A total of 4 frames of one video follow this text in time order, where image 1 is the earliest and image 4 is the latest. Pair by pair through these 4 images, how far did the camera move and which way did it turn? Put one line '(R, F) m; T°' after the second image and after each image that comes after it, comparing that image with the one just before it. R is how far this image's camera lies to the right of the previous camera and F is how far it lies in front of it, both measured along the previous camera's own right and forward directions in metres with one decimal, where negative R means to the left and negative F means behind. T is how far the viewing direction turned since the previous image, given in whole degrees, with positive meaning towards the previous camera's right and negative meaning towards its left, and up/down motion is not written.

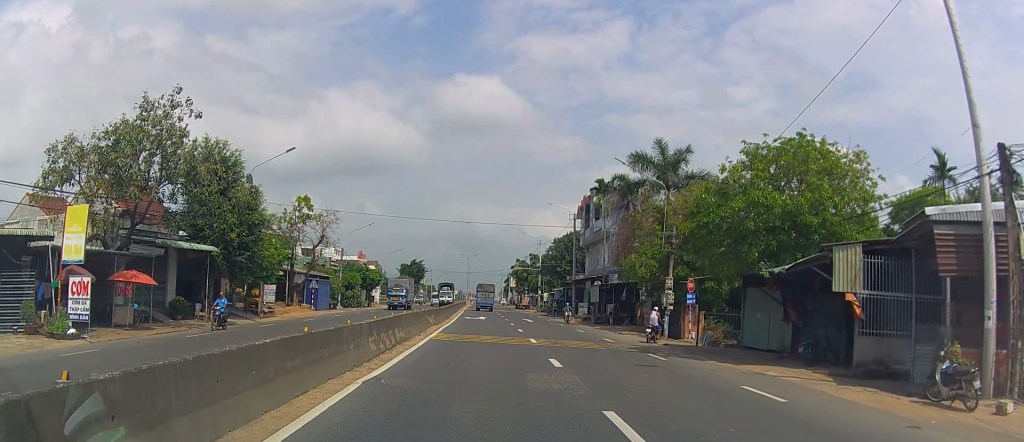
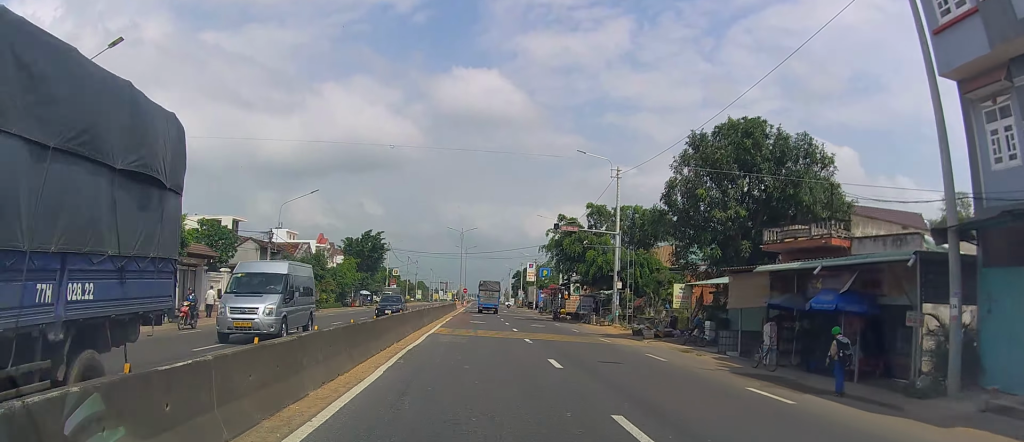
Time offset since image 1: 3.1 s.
(+2.0, +56.3) m; +2°
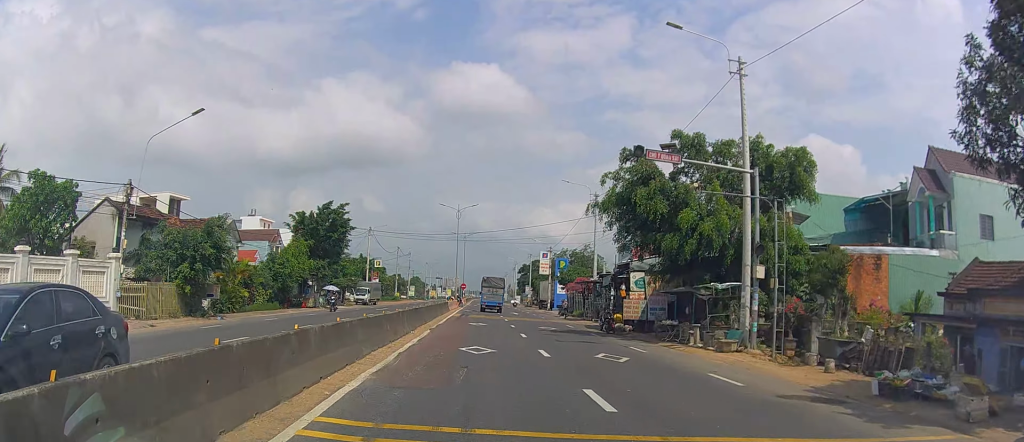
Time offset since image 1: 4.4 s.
(-0.2, +22.9) m; -1°
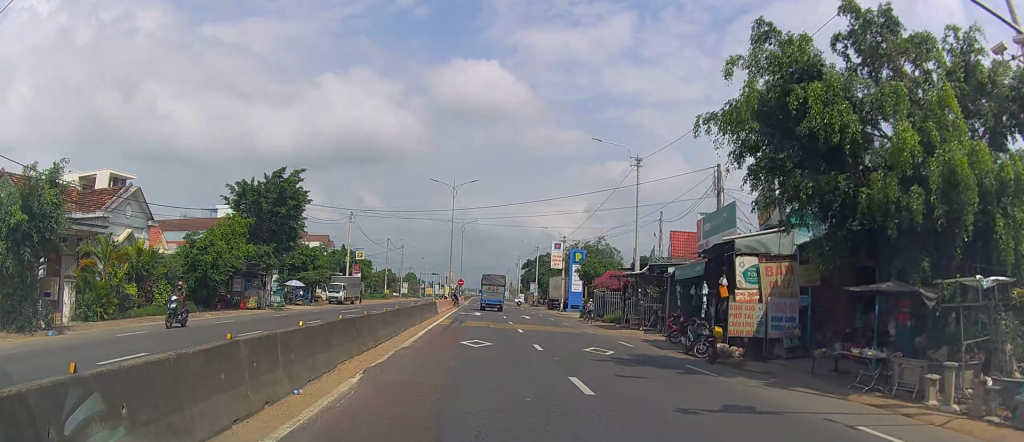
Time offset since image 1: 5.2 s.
(+0.1, +15.5) m; +1°
